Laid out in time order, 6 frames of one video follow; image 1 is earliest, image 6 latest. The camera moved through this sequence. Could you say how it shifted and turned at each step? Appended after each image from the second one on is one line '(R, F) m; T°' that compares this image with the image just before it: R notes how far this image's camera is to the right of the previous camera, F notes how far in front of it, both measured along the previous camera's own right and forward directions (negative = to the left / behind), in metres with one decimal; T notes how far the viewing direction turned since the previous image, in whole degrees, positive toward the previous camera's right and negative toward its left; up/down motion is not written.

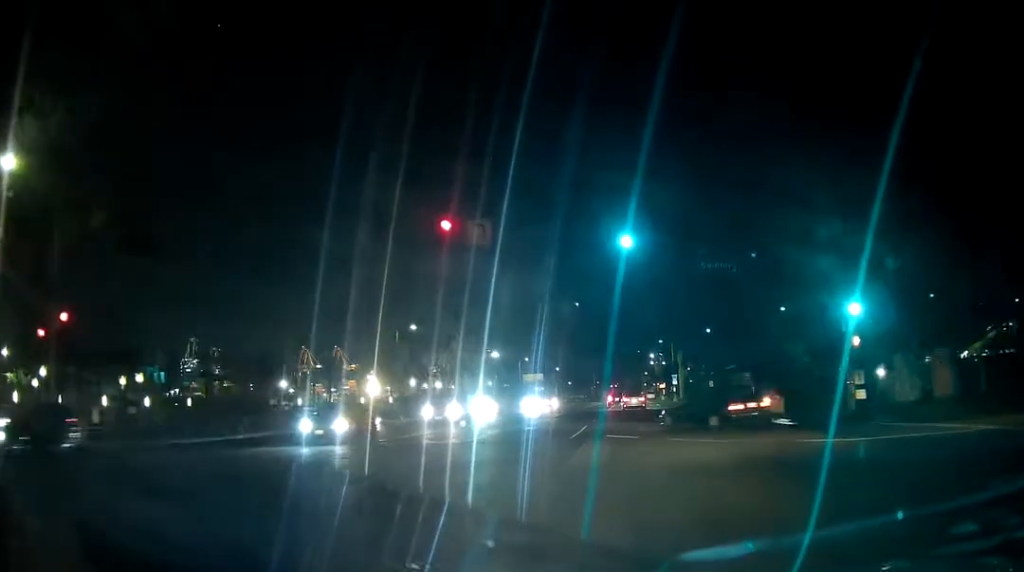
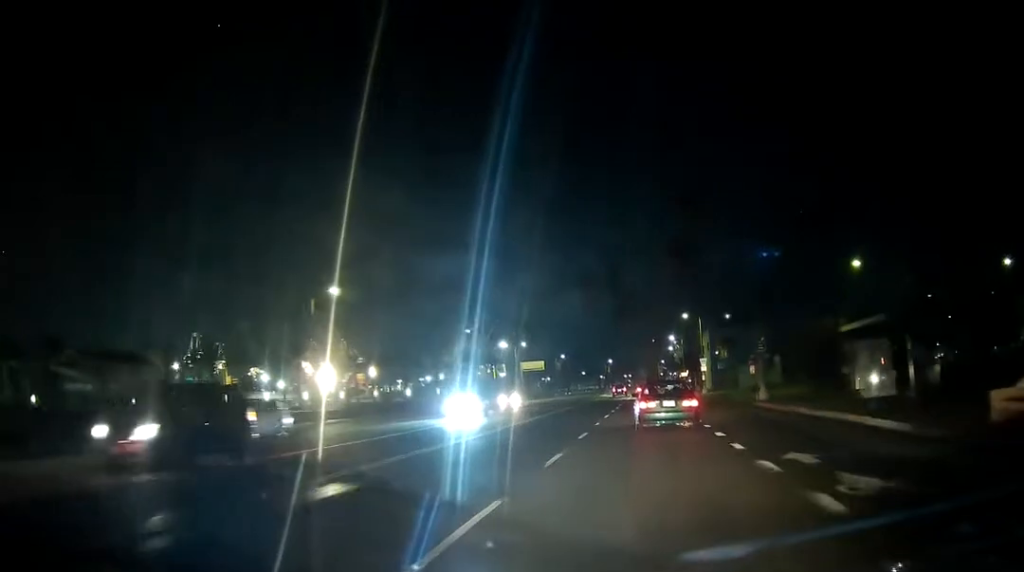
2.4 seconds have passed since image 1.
(-0.6, +23.5) m; +3°
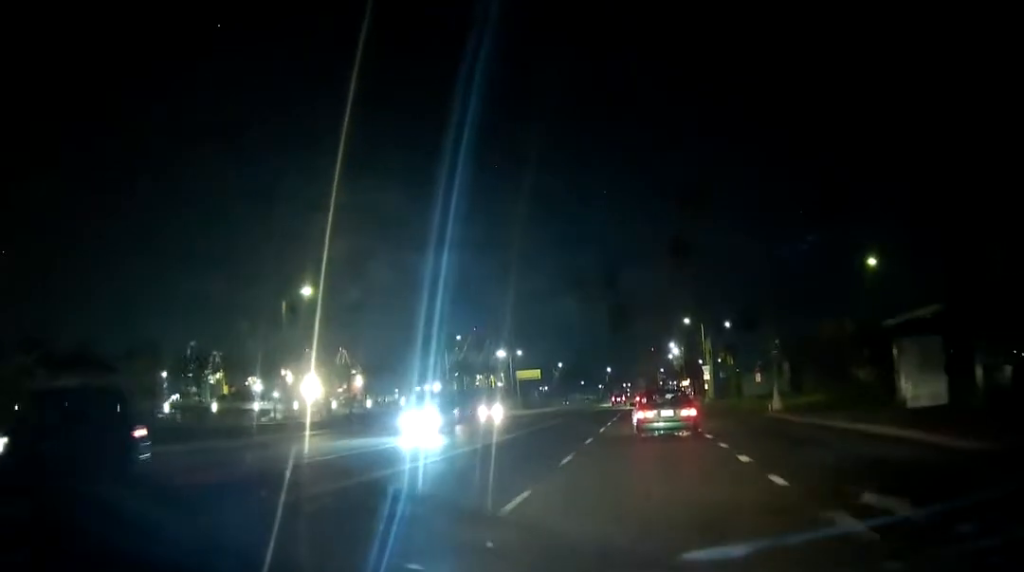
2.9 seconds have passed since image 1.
(-0.1, +4.6) m; +3°
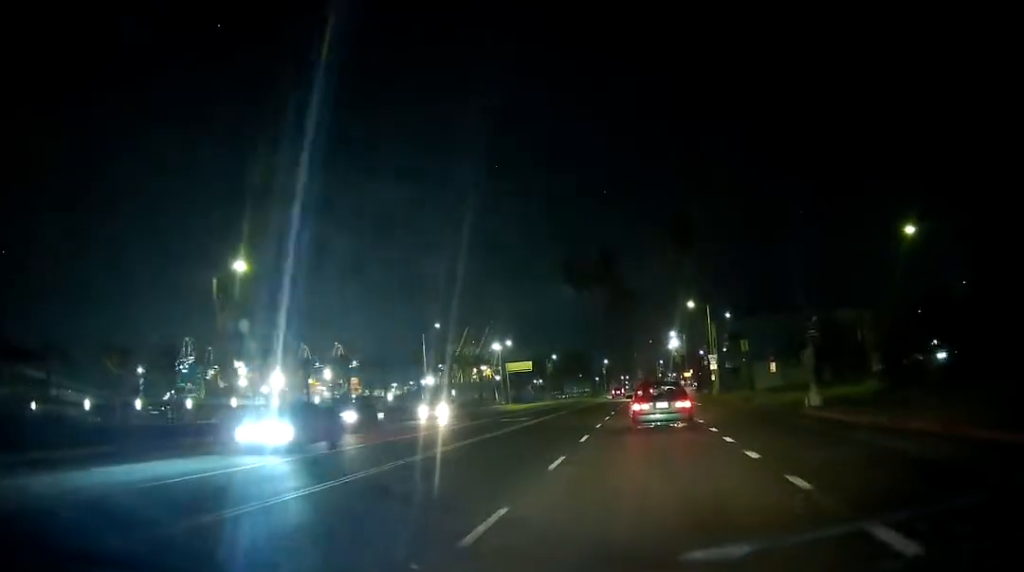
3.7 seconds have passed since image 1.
(+0.6, +8.8) m; 0°
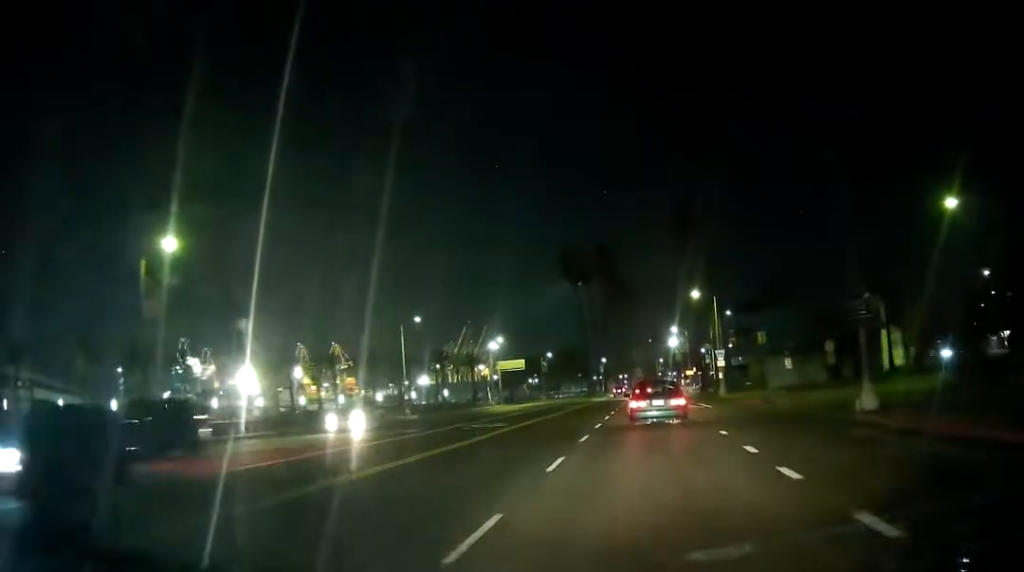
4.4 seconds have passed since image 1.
(-0.2, +6.9) m; -2°
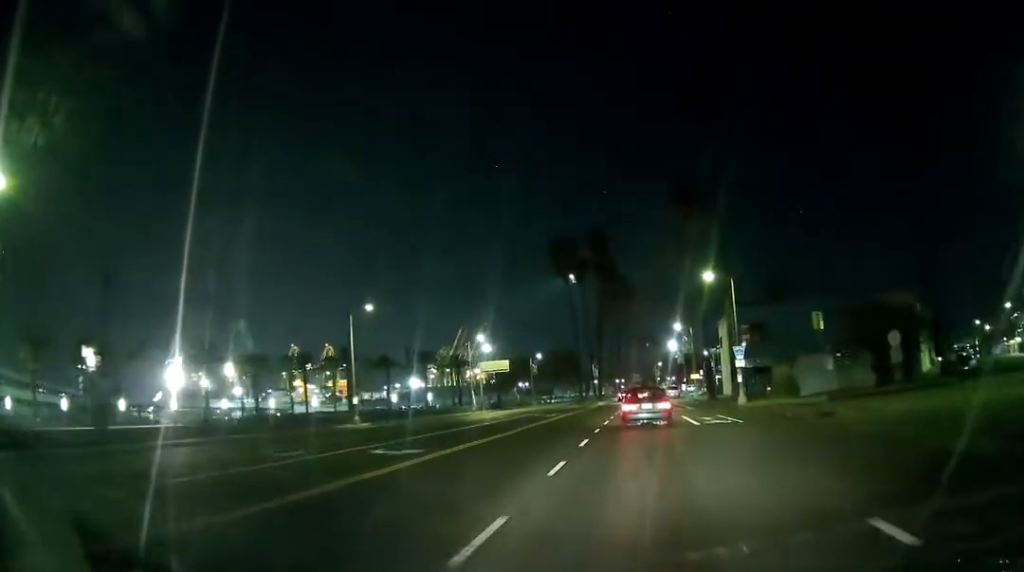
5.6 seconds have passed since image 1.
(-0.6, +12.9) m; +1°
